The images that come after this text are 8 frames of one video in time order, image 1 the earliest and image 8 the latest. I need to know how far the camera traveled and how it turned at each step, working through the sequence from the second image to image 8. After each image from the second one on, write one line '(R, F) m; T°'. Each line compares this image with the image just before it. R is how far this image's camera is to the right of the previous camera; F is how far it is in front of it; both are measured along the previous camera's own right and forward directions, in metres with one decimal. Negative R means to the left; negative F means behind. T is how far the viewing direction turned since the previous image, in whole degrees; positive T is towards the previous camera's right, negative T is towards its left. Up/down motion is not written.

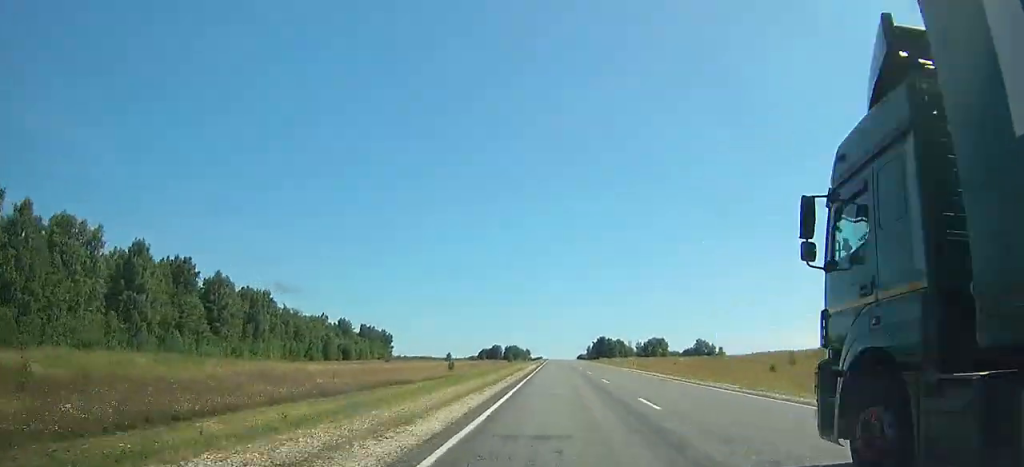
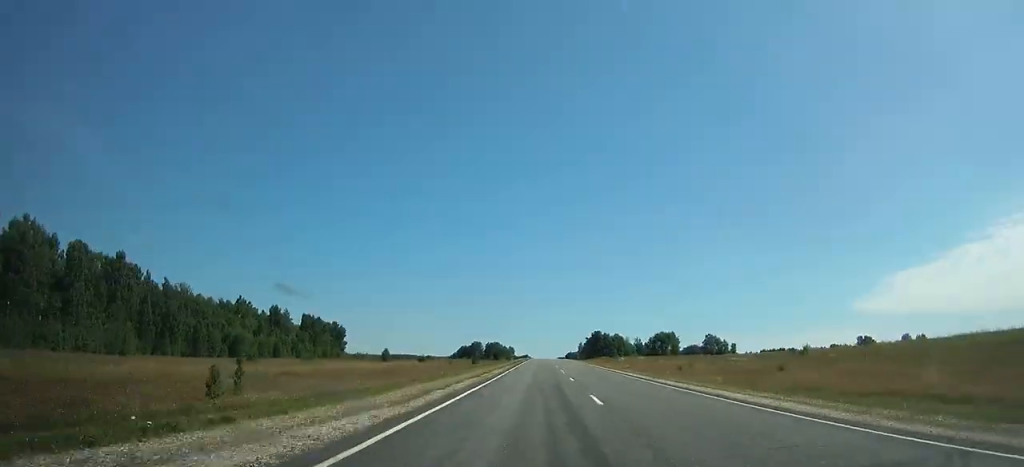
(+0.2, +71.1) m; 0°
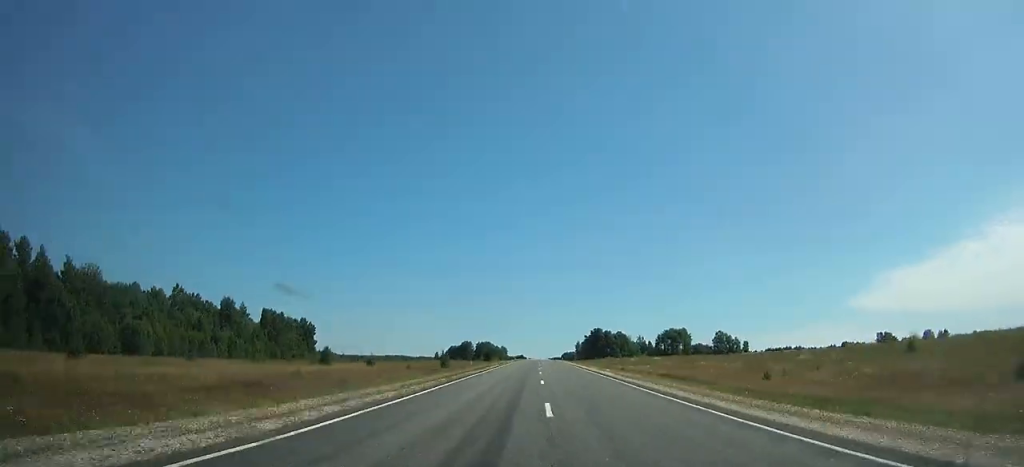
(+0.3, +38.8) m; 0°
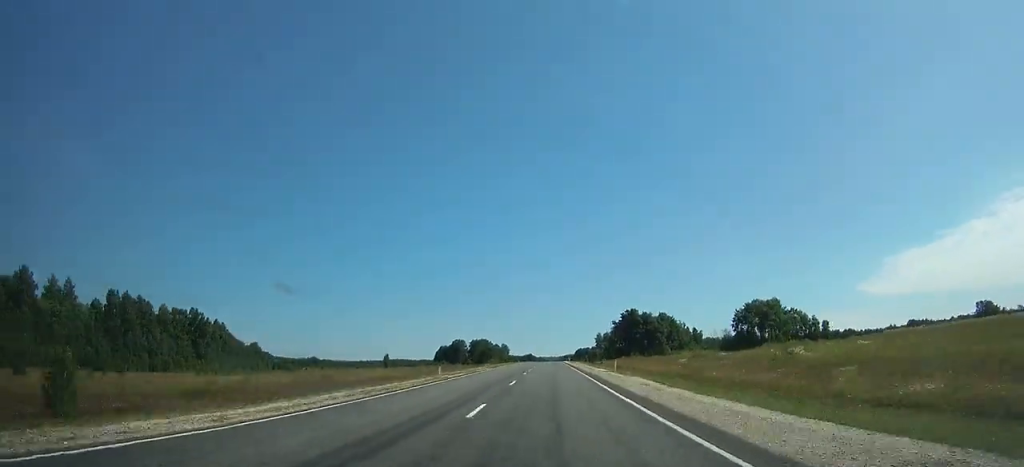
(-0.1, +108.3) m; 0°
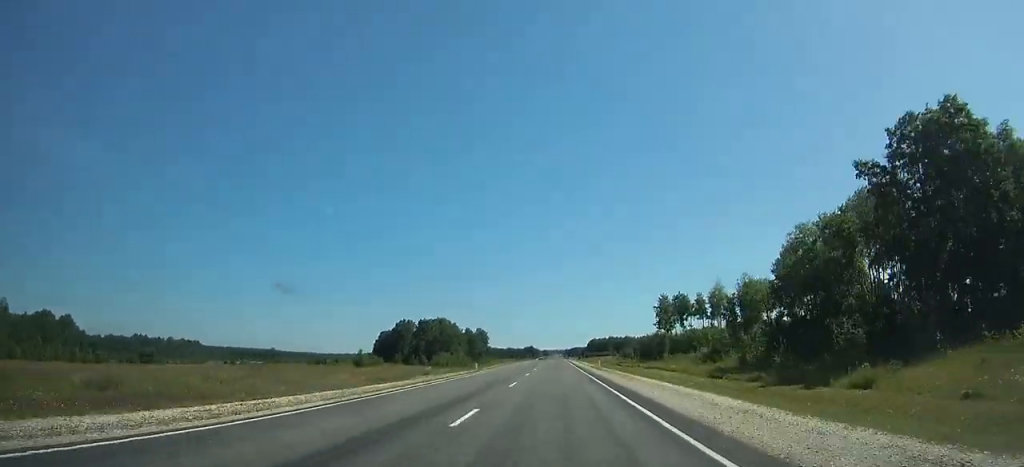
(-1.0, +181.2) m; 0°
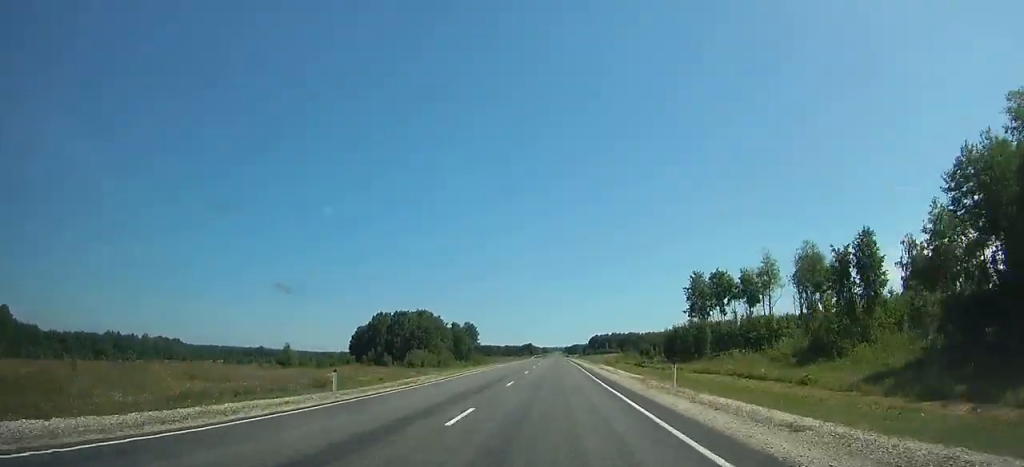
(0.0, +36.0) m; 0°
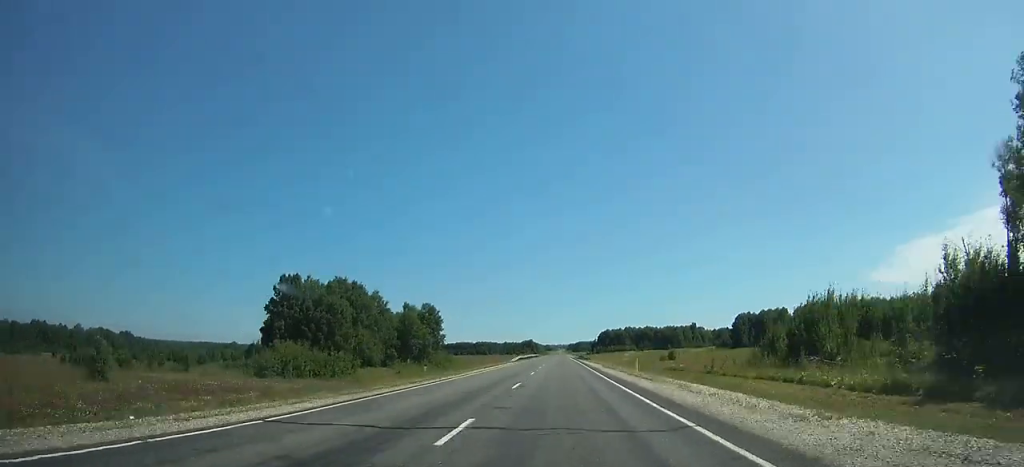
(-0.2, +86.2) m; 0°
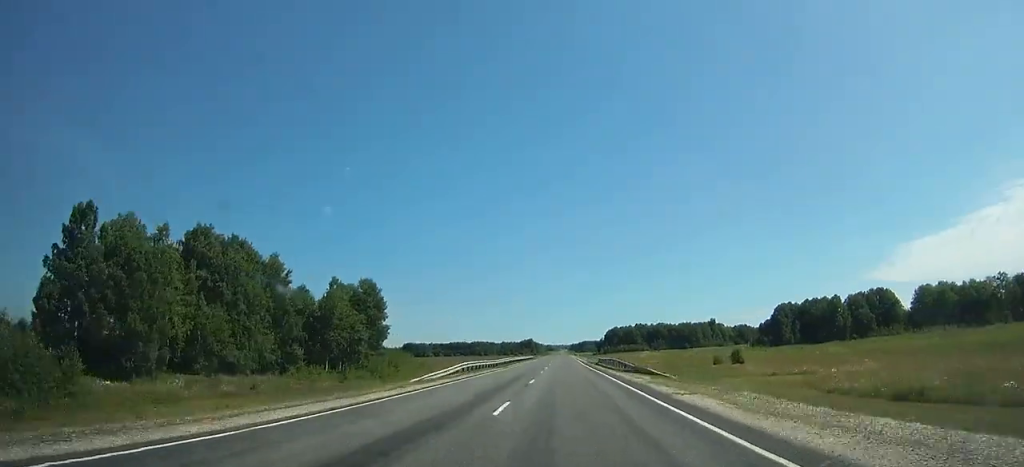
(0.0, +55.6) m; 0°
